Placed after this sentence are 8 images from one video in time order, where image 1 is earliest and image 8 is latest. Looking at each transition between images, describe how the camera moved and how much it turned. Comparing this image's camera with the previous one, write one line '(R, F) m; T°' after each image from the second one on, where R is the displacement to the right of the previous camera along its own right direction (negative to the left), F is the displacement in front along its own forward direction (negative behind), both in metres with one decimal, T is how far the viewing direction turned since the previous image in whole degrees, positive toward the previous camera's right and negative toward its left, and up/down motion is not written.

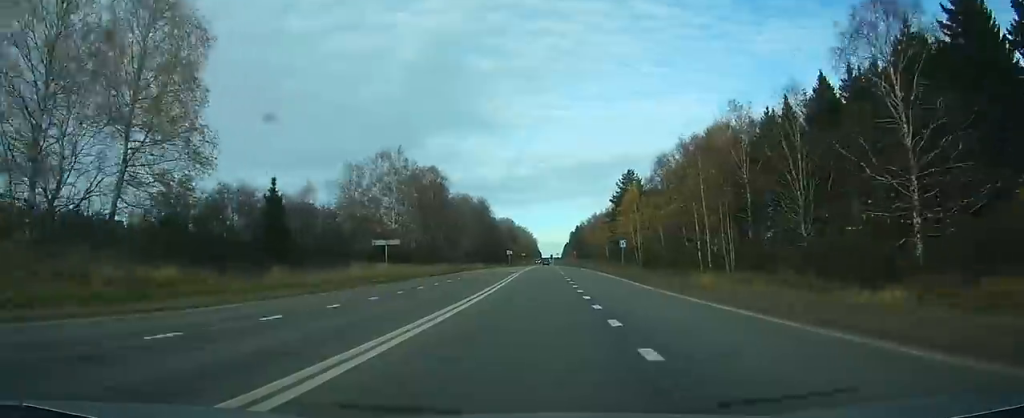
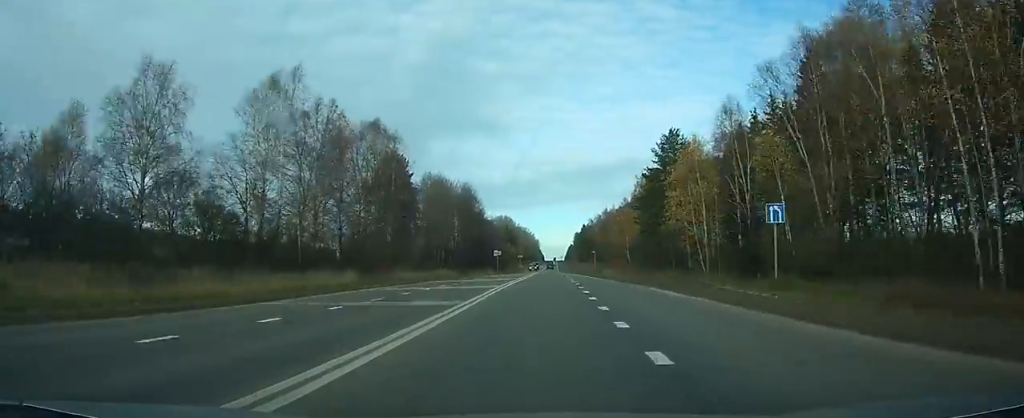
(+0.2, +43.4) m; 0°
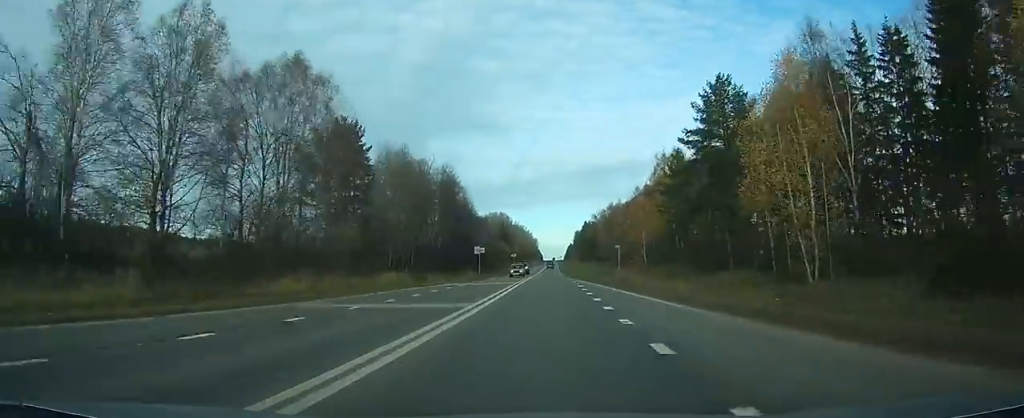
(0.0, +26.9) m; 0°
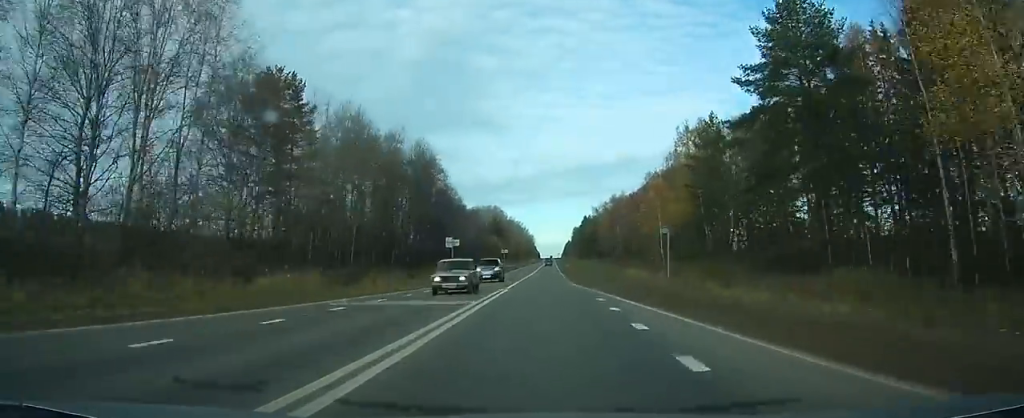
(-0.1, +21.1) m; 0°
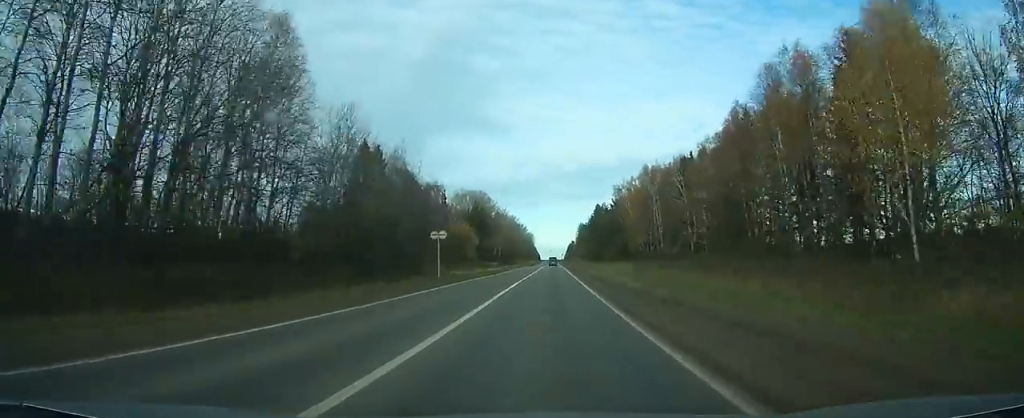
(+0.3, +72.0) m; 0°
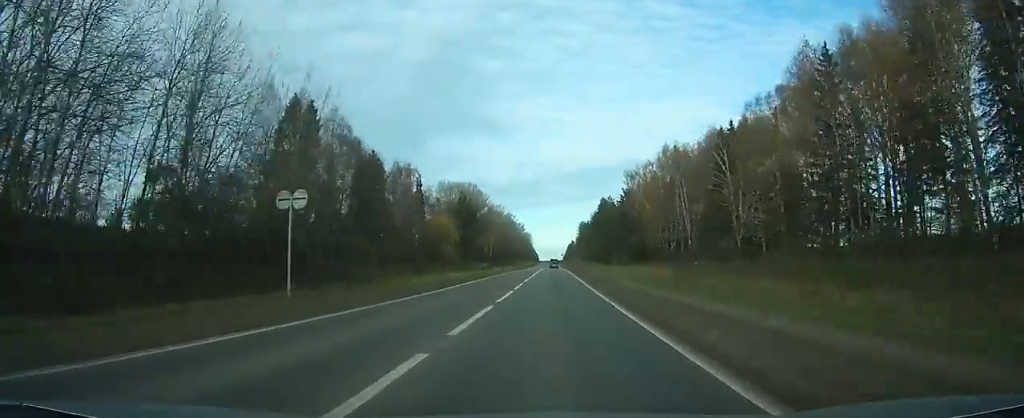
(0.0, +27.3) m; 0°
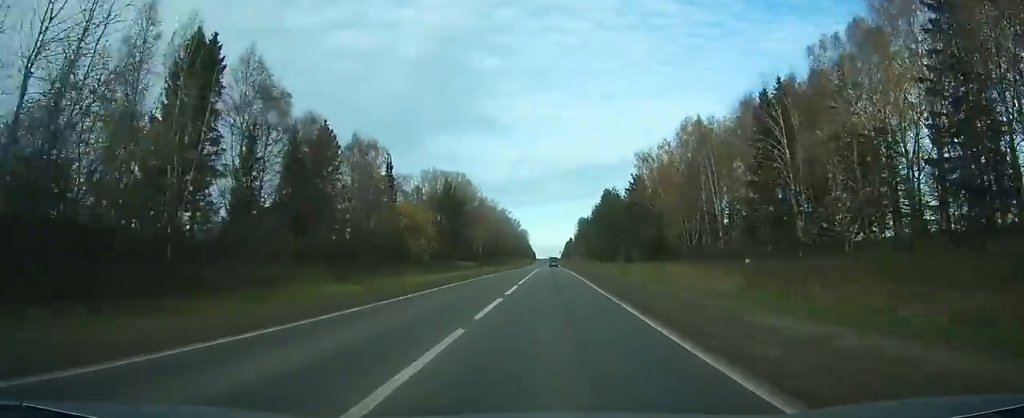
(0.0, +21.4) m; 0°
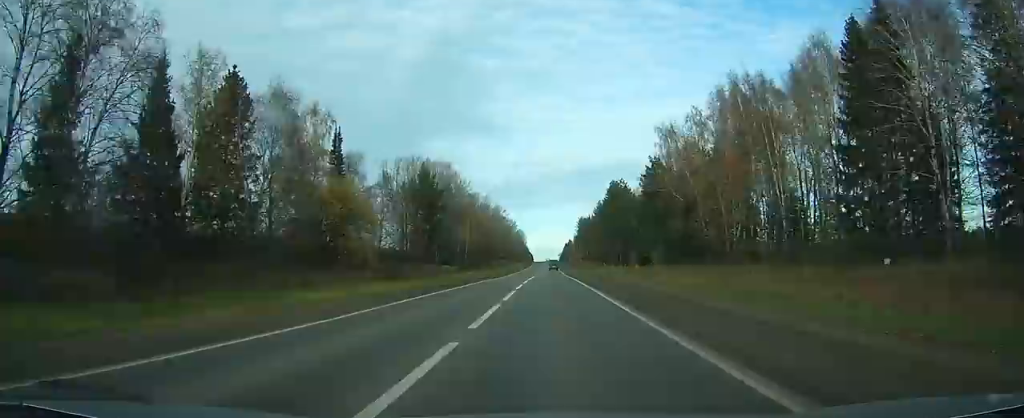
(0.0, +24.7) m; 0°
